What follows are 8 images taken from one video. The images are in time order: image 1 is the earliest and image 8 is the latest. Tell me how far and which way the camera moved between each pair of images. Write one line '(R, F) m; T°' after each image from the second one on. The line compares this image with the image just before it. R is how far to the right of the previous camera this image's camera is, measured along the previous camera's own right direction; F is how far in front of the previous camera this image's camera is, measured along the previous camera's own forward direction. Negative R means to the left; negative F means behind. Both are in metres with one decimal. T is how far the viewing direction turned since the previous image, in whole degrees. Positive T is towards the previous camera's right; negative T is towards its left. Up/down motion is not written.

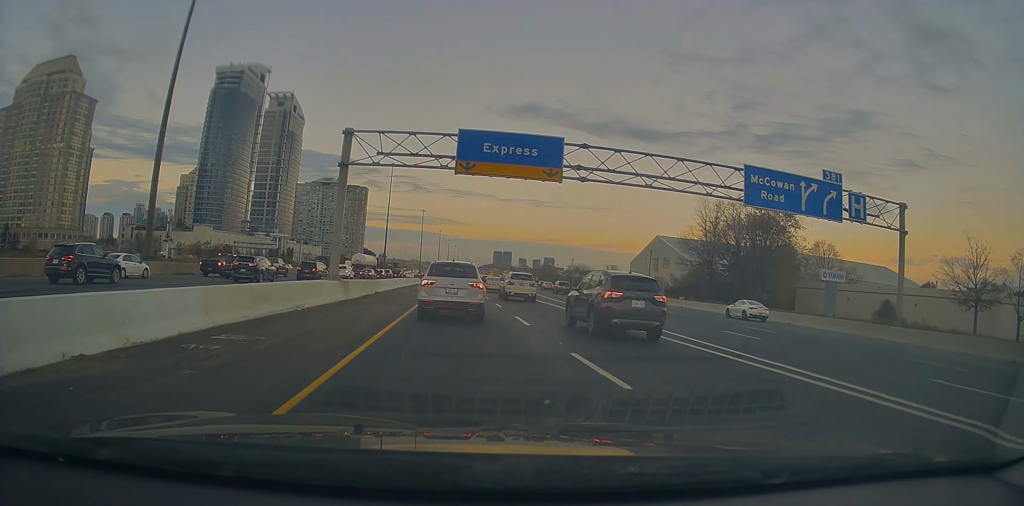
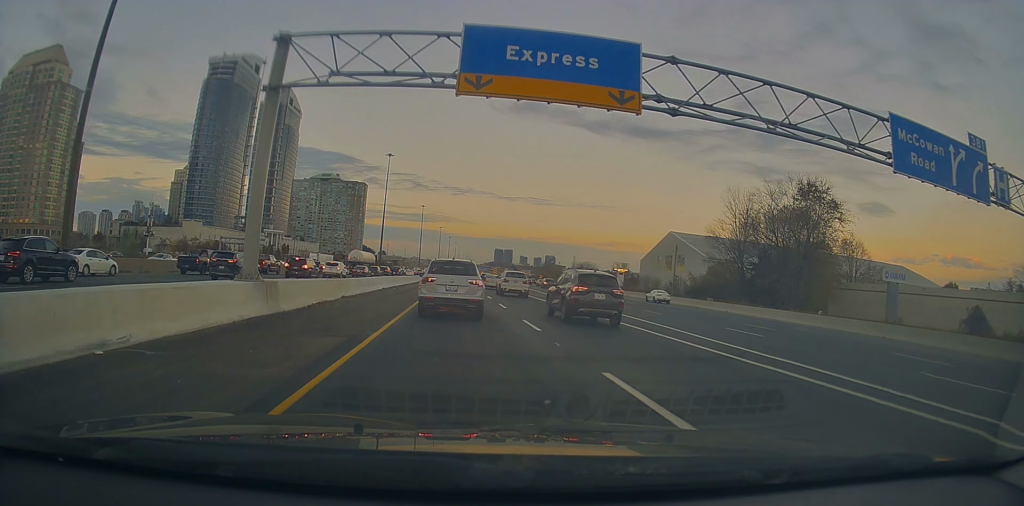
(-0.3, +11.2) m; -2°
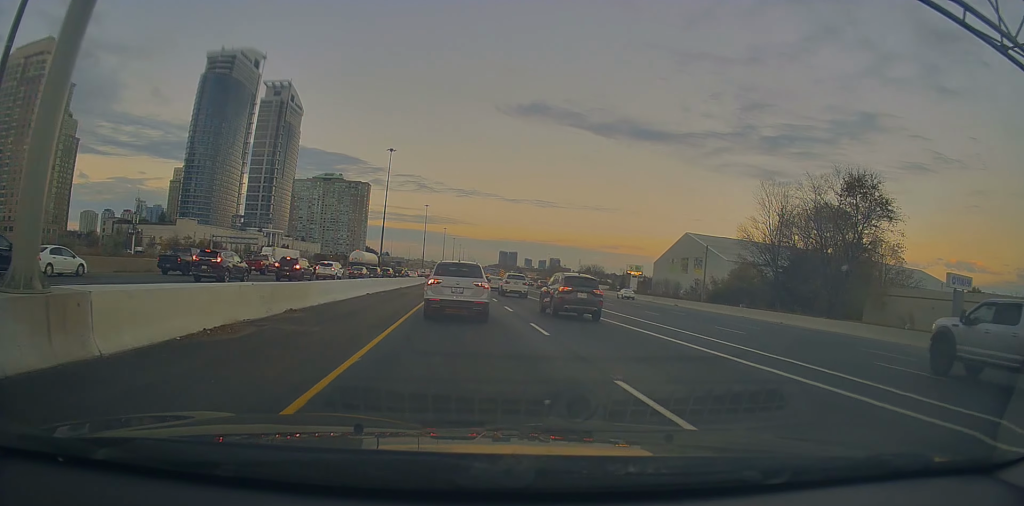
(0.0, +9.5) m; 0°
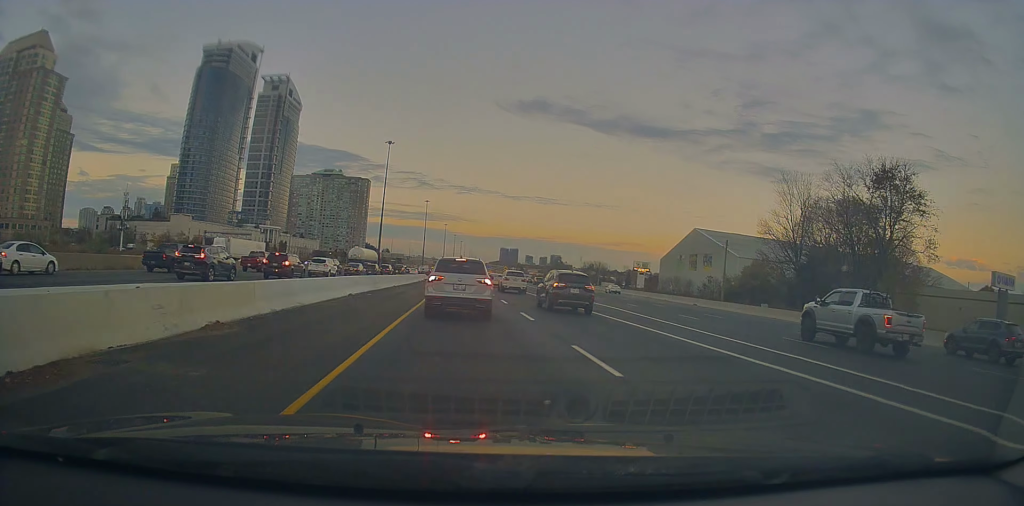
(+0.3, +5.6) m; 0°
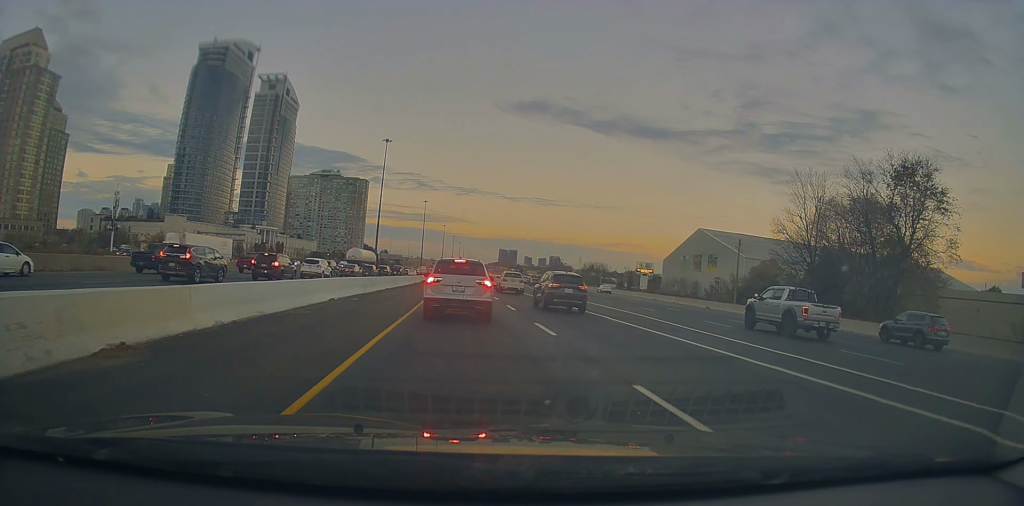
(-0.2, +3.7) m; 0°
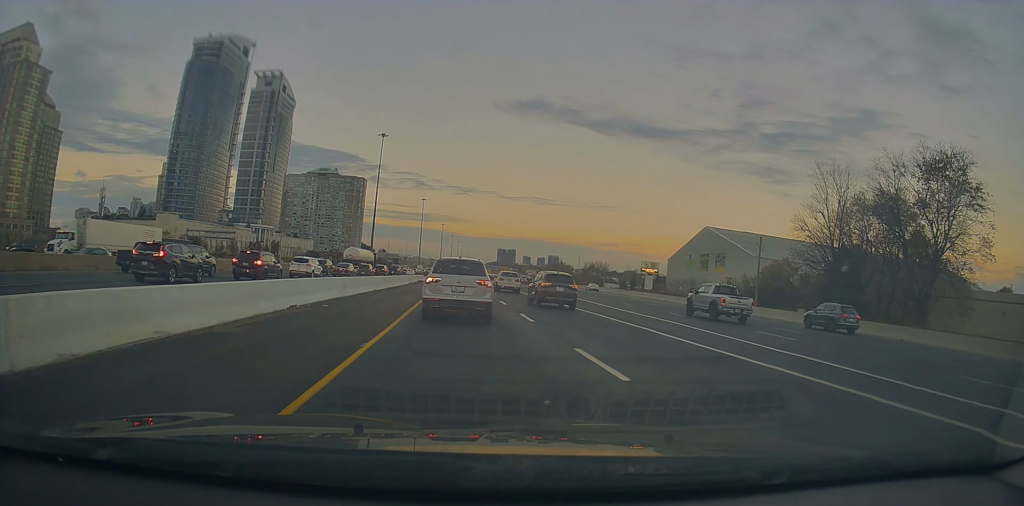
(-0.3, +5.6) m; 0°
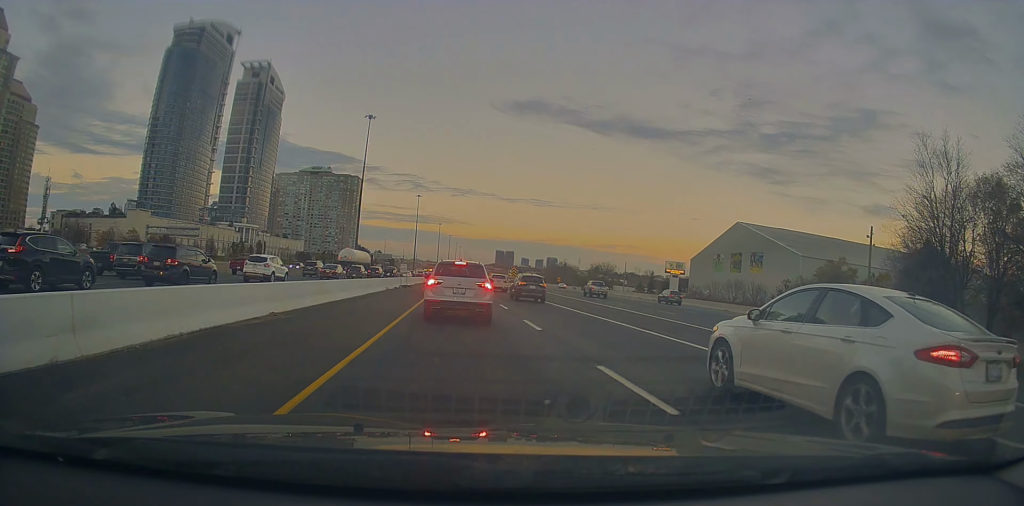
(+1.0, +20.2) m; +1°
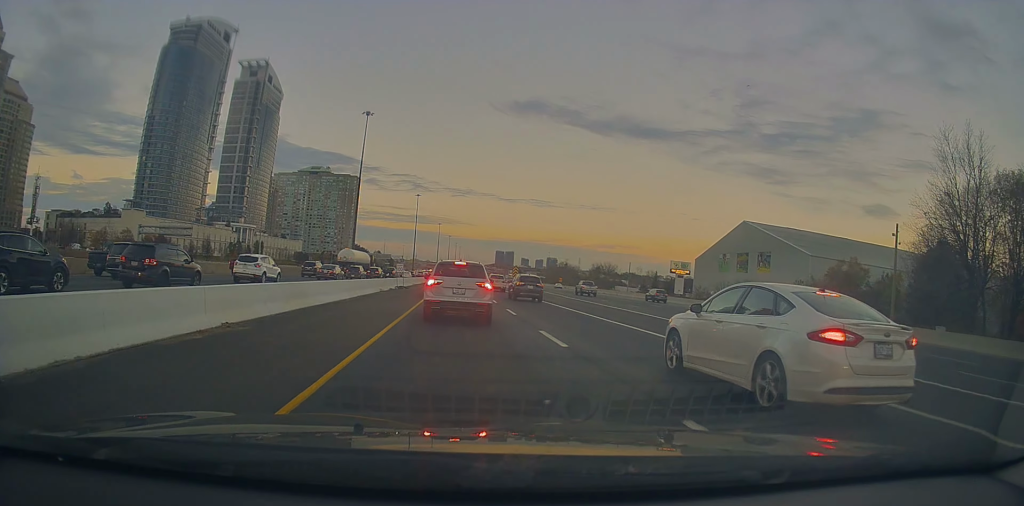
(+0.1, +3.4) m; -2°
